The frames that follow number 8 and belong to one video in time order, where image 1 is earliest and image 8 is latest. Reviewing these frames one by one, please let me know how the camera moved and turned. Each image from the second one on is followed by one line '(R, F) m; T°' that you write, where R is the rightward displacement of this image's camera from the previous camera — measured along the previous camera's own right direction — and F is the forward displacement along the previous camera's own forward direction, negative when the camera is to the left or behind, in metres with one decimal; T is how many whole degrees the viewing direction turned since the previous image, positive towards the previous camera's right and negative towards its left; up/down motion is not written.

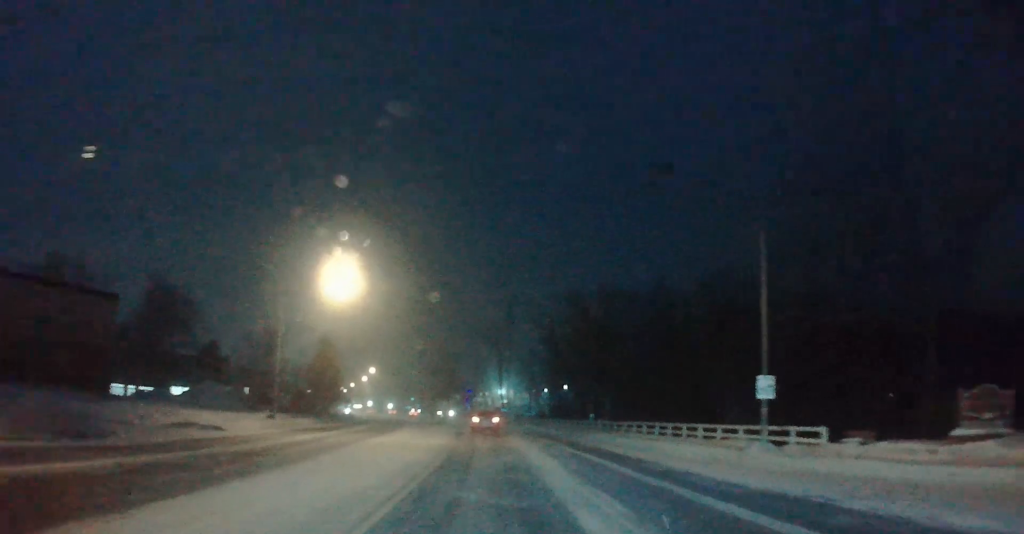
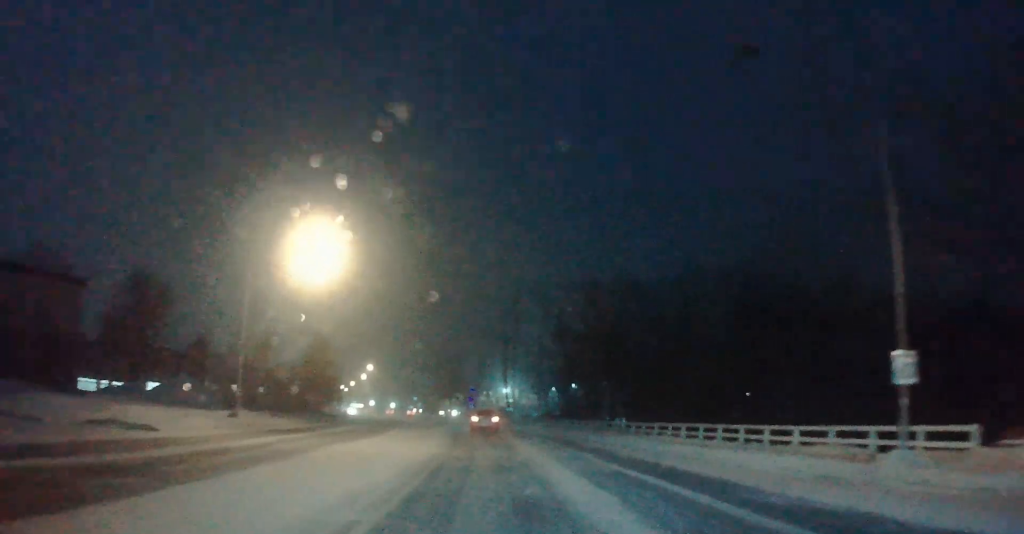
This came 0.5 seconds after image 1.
(-0.3, +8.1) m; -1°
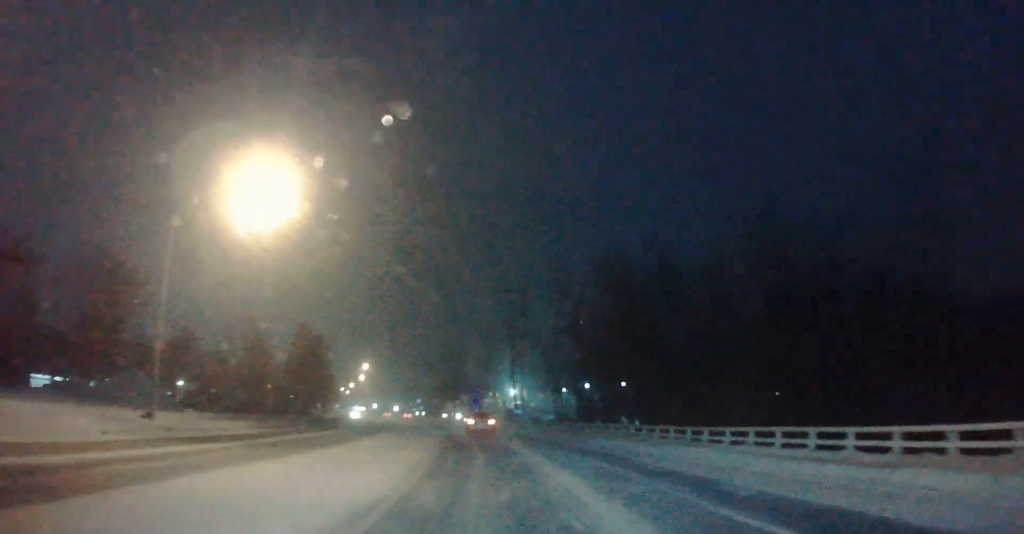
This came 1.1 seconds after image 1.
(-0.2, +11.7) m; -1°
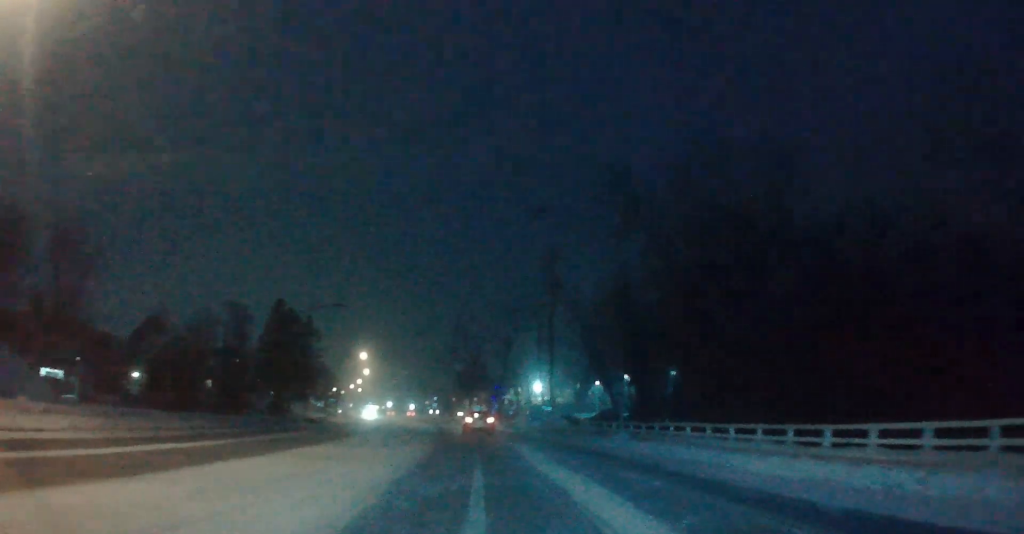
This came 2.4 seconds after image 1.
(0.0, +21.6) m; 0°
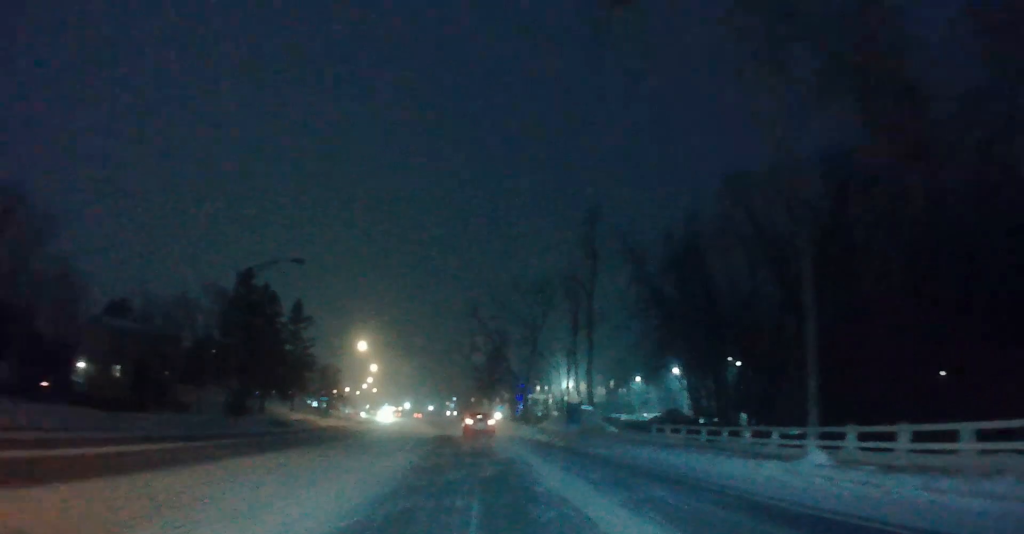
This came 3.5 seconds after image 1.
(0.0, +18.5) m; 0°
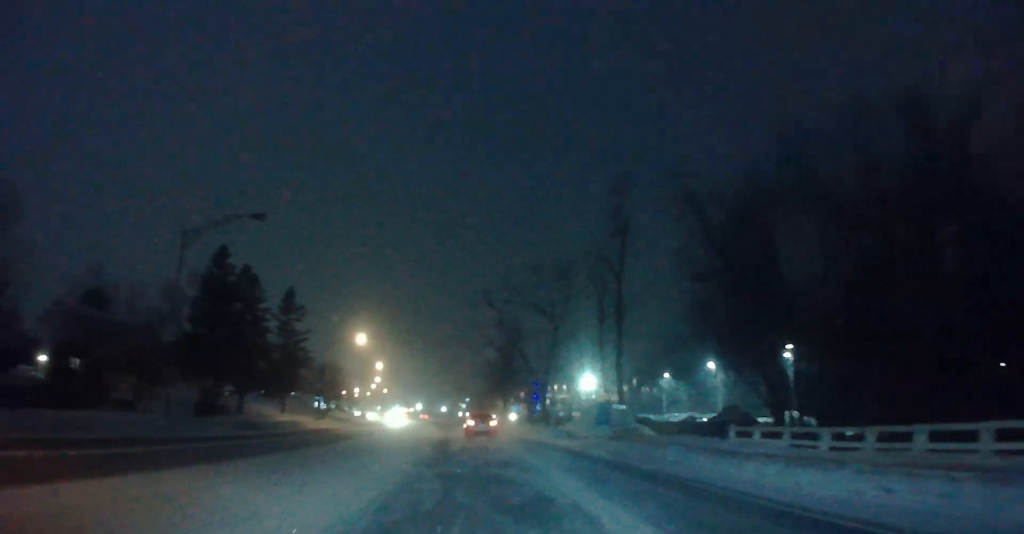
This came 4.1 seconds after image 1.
(0.0, +10.6) m; 0°
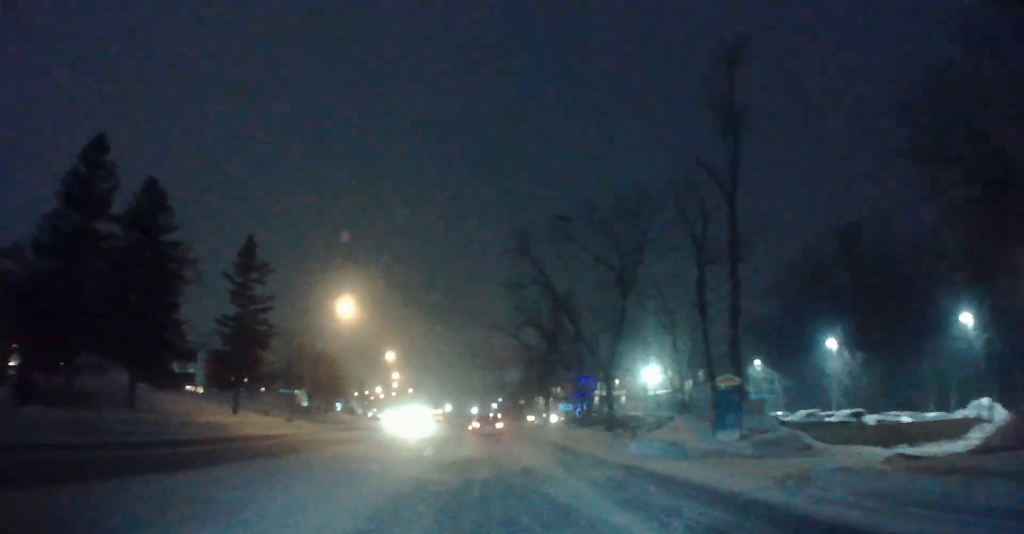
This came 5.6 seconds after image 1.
(0.0, +25.4) m; -1°
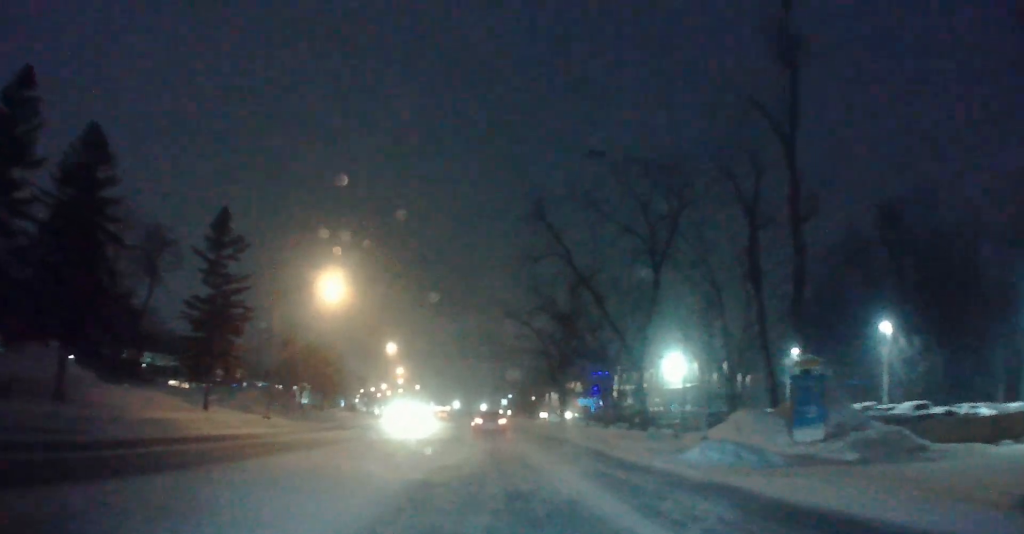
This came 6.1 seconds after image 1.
(0.0, +8.4) m; -1°
